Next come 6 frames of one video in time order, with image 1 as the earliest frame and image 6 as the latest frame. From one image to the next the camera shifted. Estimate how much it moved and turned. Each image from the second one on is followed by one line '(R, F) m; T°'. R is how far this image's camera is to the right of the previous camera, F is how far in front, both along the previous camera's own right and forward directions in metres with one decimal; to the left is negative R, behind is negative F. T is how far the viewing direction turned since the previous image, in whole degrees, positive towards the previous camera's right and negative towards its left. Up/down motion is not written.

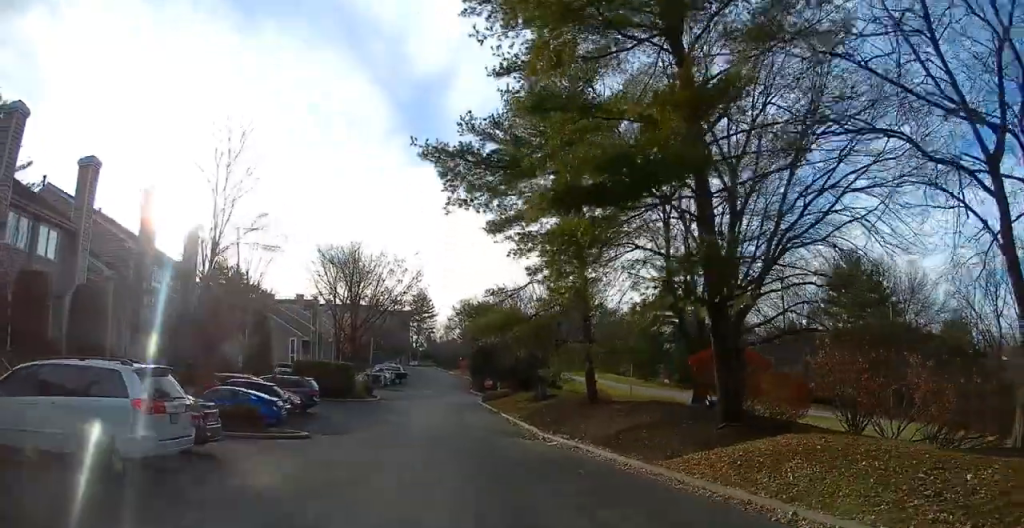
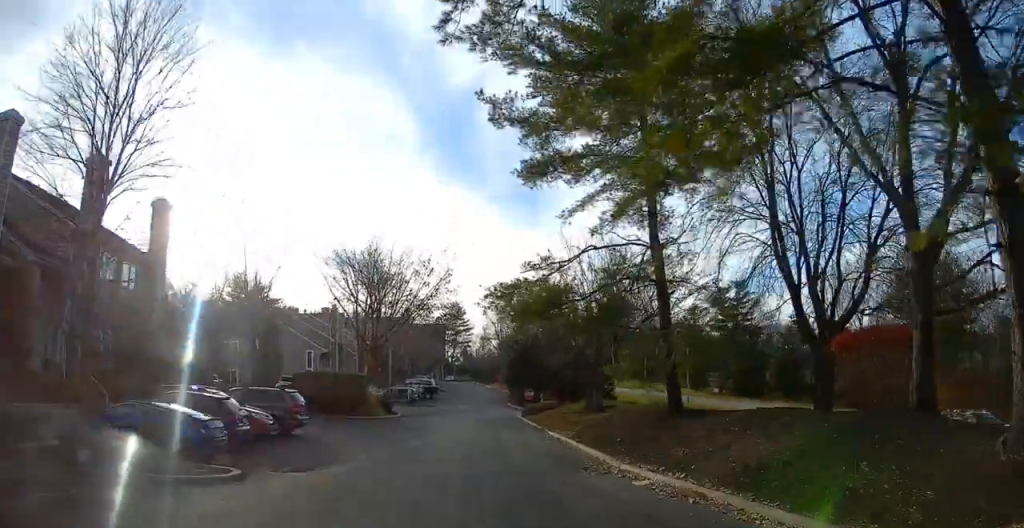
(+1.7, +7.0) m; -12°
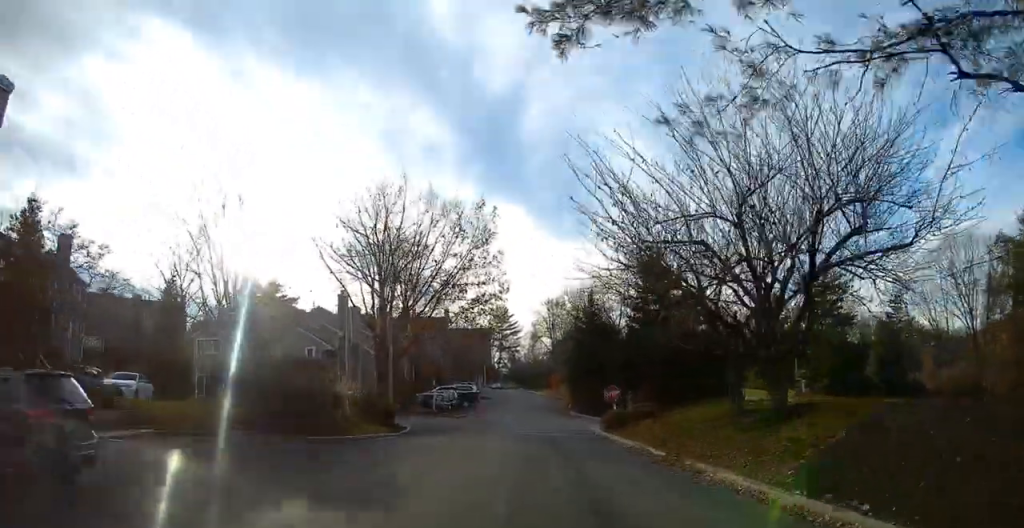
(-4.7, +15.8) m; -5°
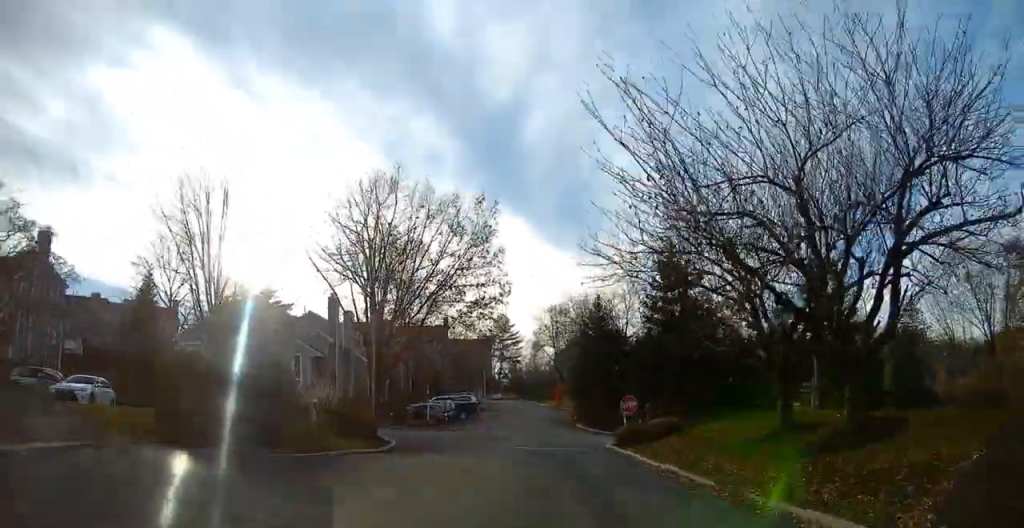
(+0.1, +3.7) m; 0°
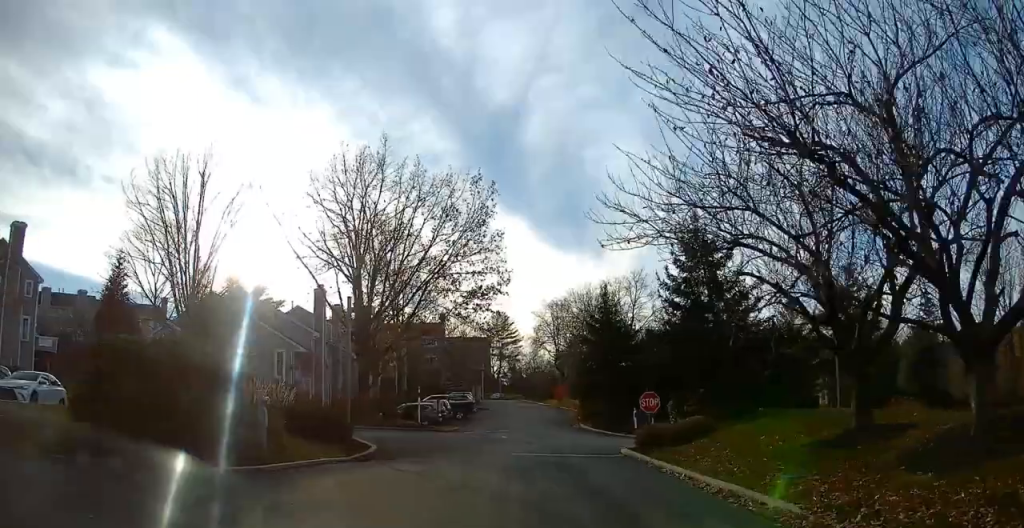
(+0.2, +4.0) m; 0°
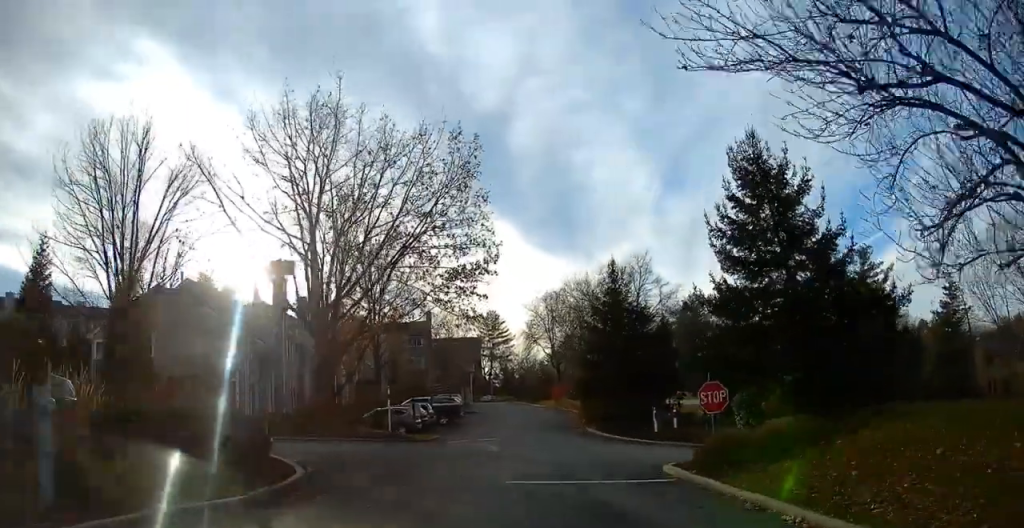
(-0.4, +7.5) m; -3°
